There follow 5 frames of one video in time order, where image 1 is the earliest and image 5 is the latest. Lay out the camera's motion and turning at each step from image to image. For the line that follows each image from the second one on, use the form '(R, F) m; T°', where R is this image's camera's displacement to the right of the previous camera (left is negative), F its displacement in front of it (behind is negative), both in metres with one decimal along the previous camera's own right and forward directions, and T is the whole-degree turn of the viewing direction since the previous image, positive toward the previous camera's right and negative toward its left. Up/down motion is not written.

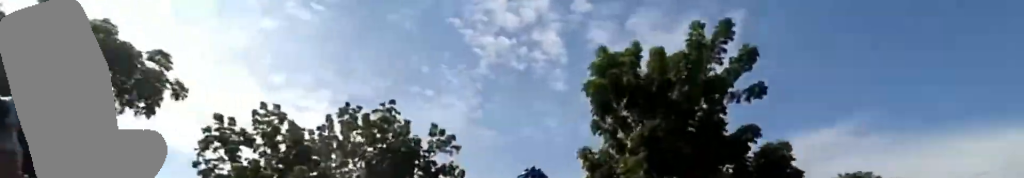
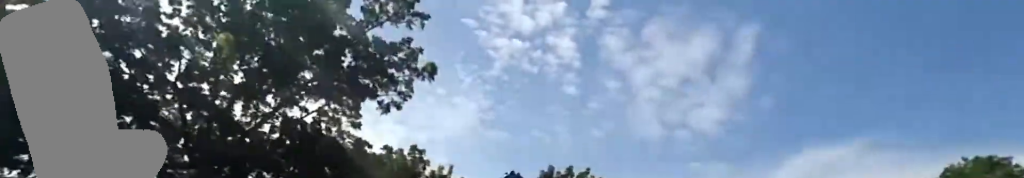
(+0.8, +10.5) m; -1°
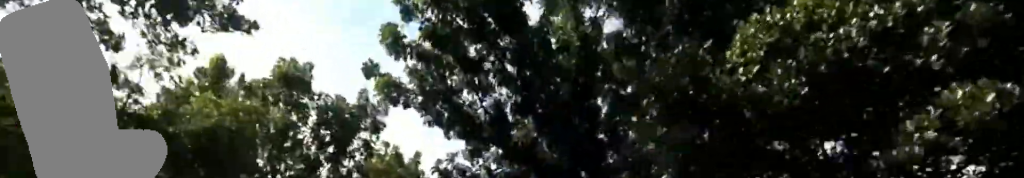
(-2.2, +27.6) m; -5°
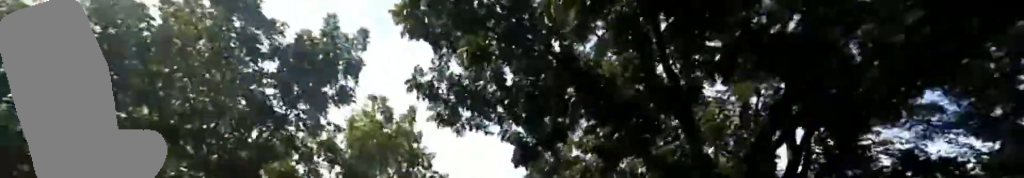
(0.0, +4.8) m; 0°
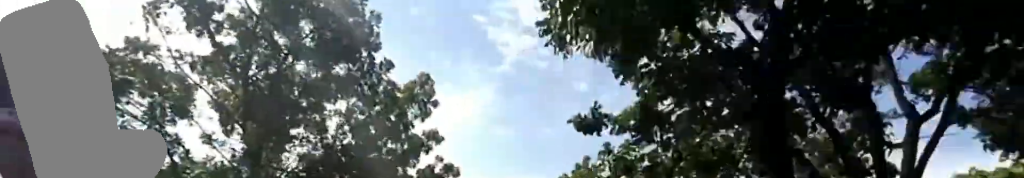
(-0.4, +17.4) m; -1°
